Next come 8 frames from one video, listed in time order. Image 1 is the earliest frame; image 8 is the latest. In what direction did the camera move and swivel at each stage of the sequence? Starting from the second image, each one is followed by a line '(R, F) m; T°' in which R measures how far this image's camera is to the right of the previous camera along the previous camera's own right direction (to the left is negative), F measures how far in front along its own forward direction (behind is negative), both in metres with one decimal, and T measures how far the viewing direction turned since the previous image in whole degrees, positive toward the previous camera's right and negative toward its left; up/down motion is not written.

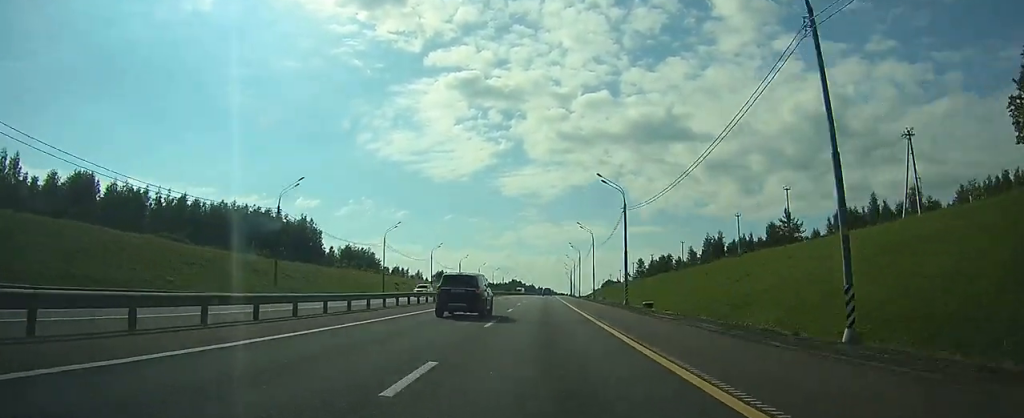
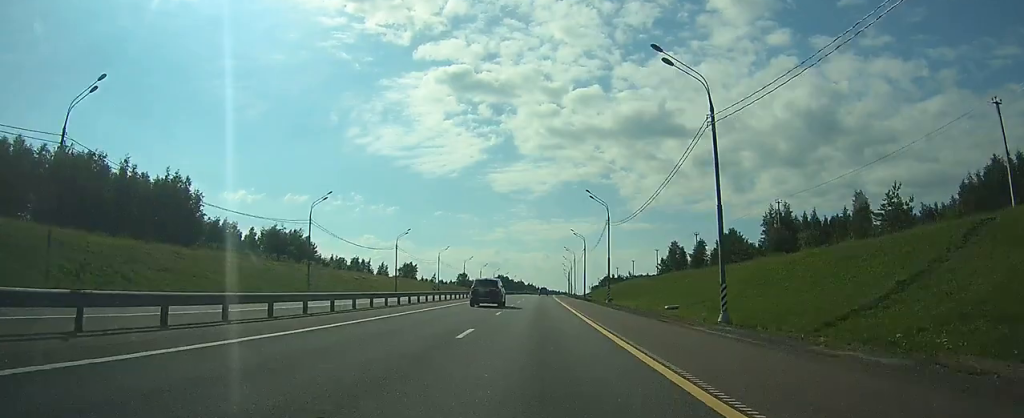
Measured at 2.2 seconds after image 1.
(+0.6, +64.1) m; +1°
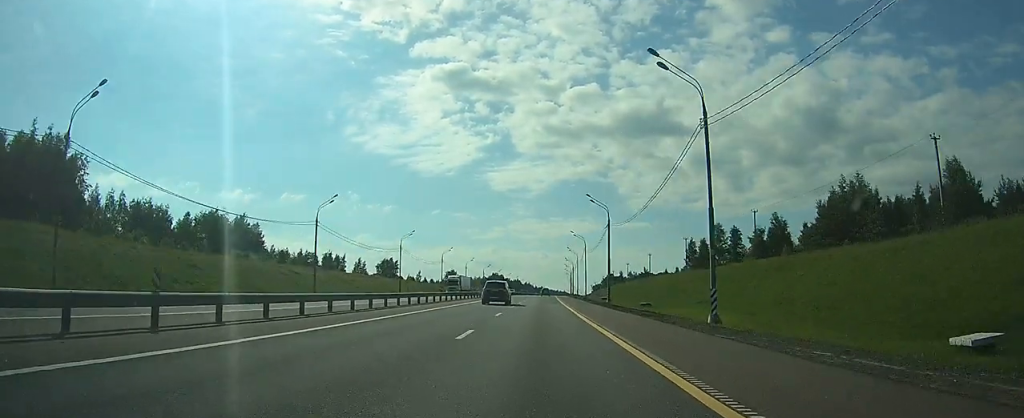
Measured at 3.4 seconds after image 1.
(+0.1, +36.0) m; 0°
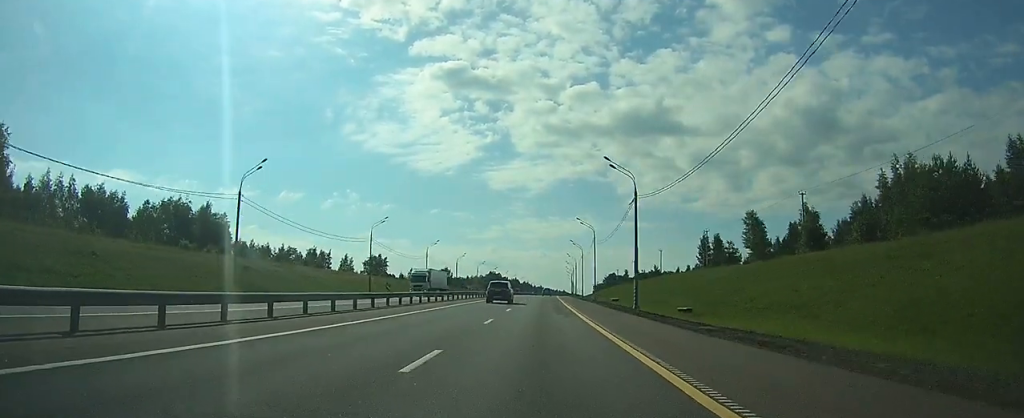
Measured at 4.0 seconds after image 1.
(0.0, +17.6) m; 0°
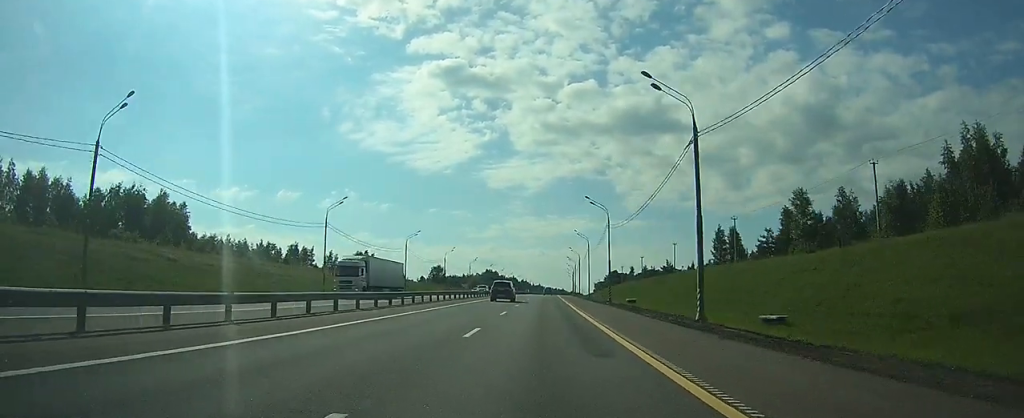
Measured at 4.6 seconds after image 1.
(0.0, +17.7) m; 0°
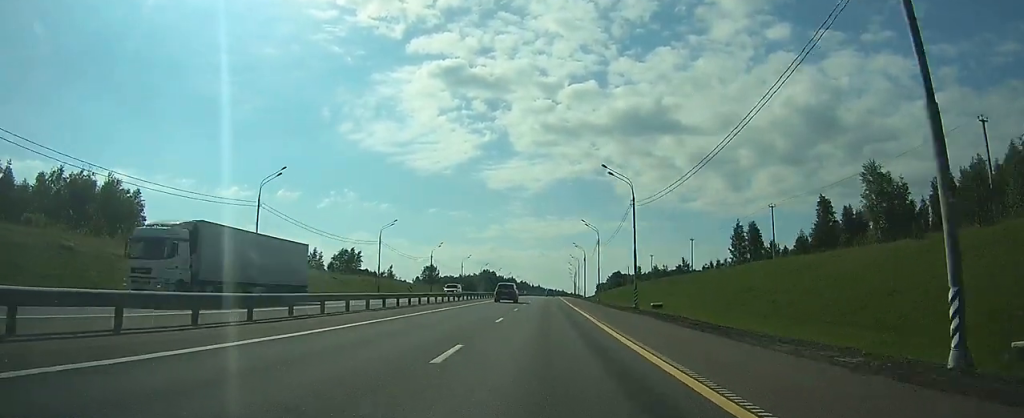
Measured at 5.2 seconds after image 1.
(0.0, +16.8) m; 0°
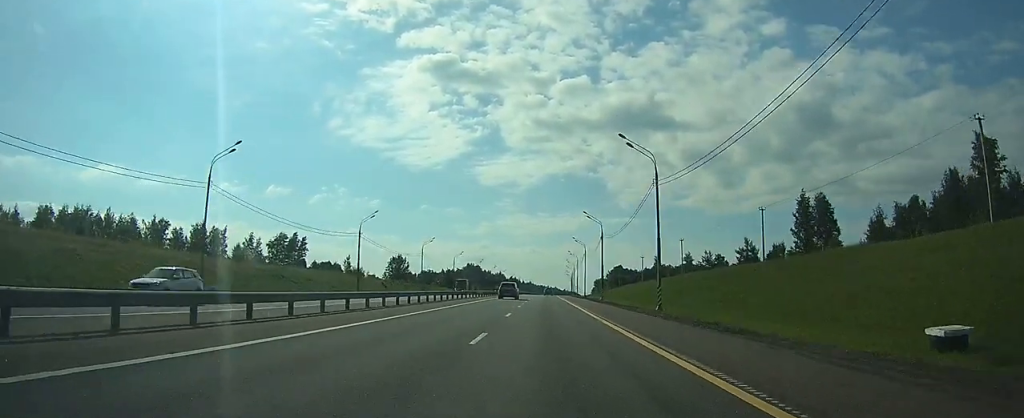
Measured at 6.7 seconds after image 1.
(+0.3, +44.9) m; +1°
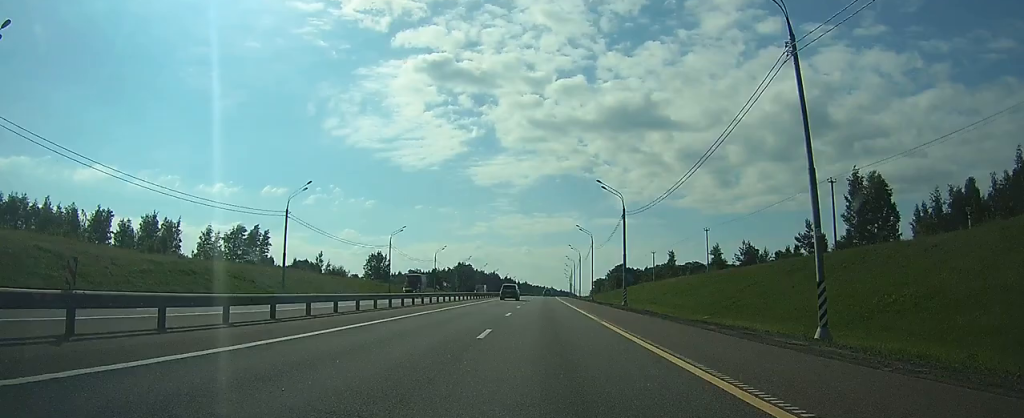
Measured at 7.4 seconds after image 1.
(0.0, +22.2) m; +1°
